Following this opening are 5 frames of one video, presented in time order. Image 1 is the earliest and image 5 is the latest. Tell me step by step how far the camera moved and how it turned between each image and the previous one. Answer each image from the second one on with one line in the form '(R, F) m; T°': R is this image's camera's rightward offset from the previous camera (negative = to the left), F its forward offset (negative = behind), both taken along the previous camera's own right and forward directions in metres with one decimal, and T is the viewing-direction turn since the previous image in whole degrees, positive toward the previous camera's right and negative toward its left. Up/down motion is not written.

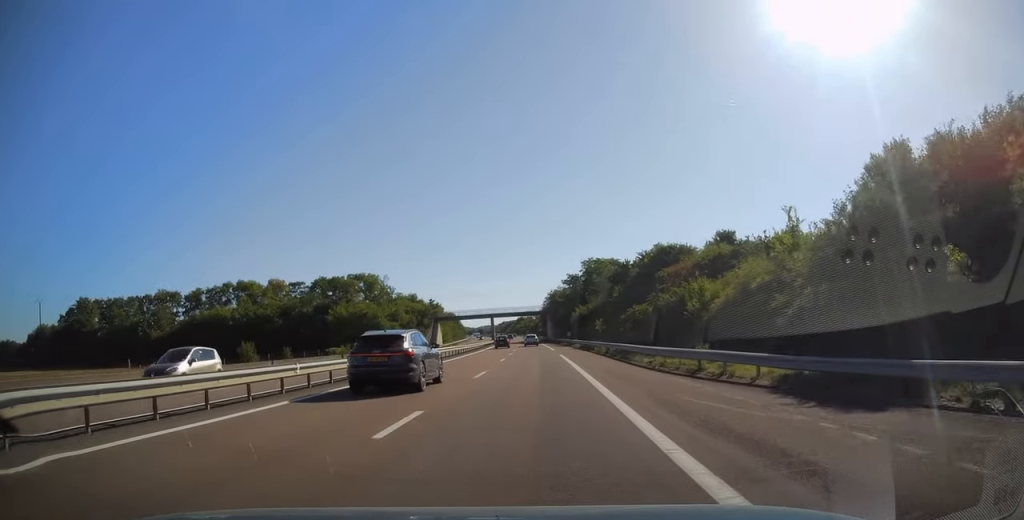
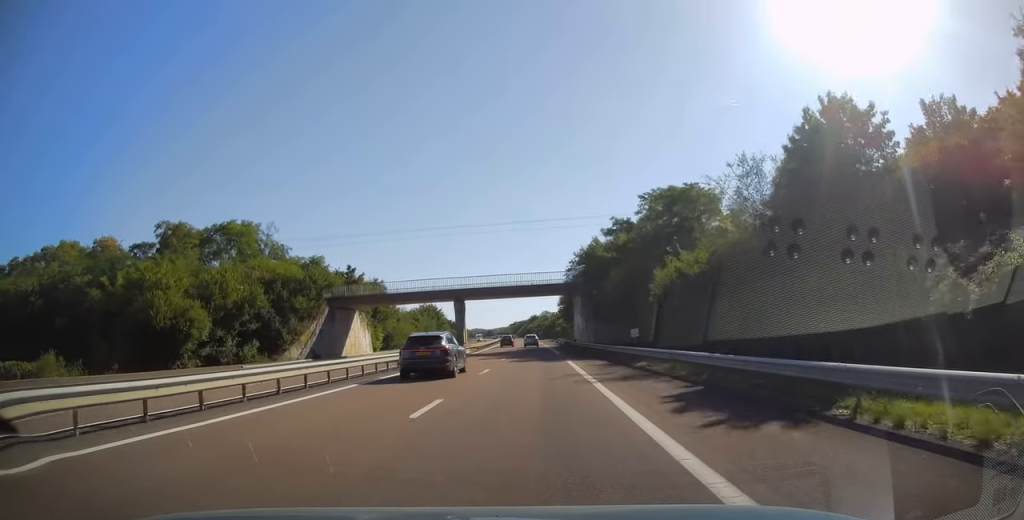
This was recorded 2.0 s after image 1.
(-0.8, +62.7) m; -1°
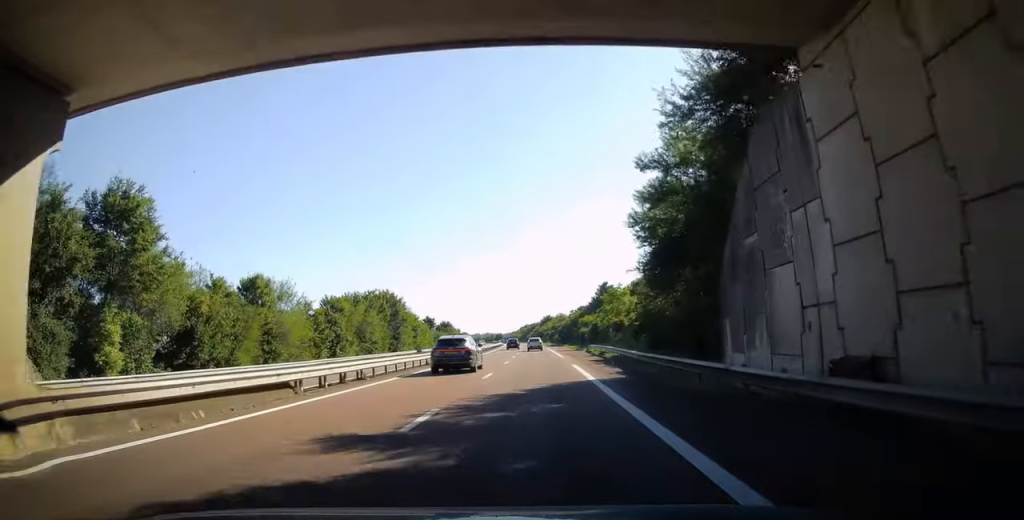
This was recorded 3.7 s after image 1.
(-0.7, +53.3) m; -2°
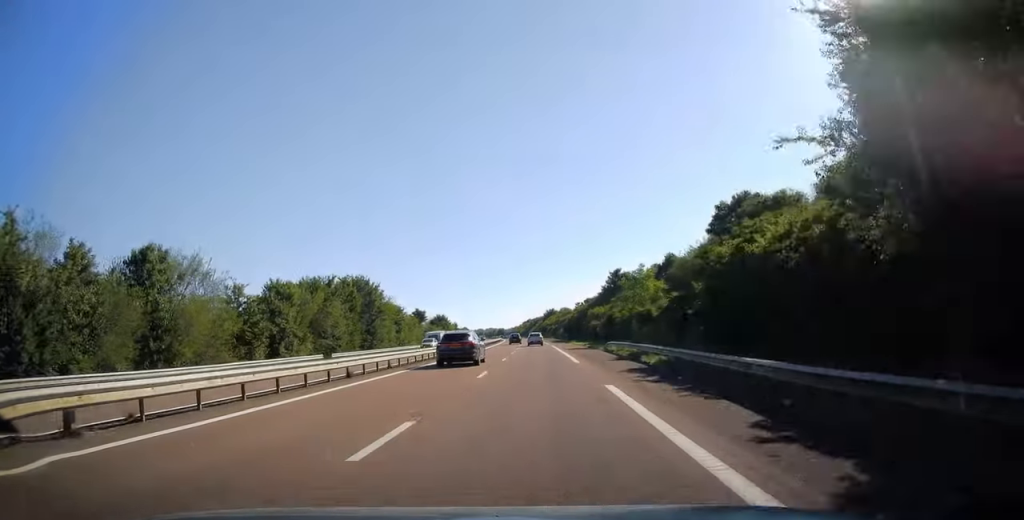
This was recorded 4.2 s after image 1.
(-0.1, +15.5) m; -1°
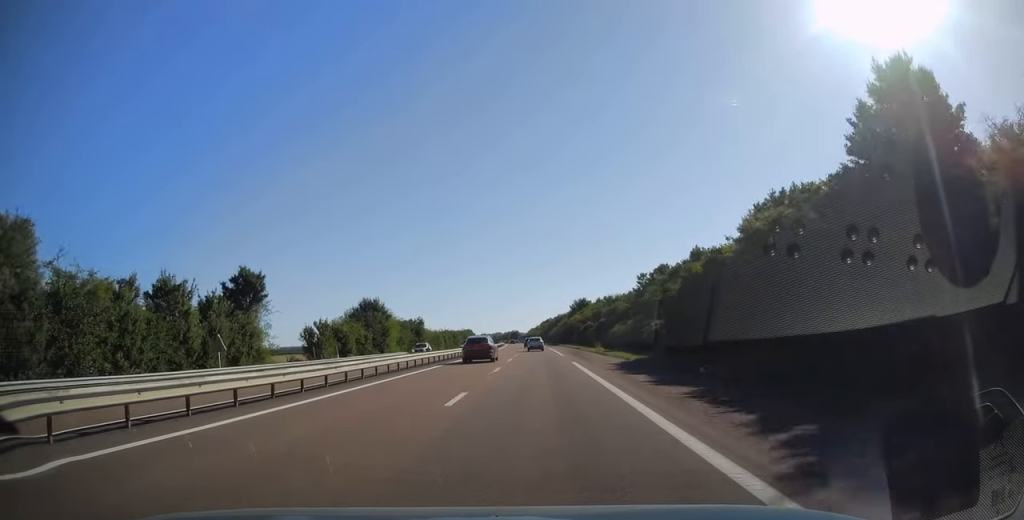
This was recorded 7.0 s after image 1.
(-1.8, +84.9) m; -2°
